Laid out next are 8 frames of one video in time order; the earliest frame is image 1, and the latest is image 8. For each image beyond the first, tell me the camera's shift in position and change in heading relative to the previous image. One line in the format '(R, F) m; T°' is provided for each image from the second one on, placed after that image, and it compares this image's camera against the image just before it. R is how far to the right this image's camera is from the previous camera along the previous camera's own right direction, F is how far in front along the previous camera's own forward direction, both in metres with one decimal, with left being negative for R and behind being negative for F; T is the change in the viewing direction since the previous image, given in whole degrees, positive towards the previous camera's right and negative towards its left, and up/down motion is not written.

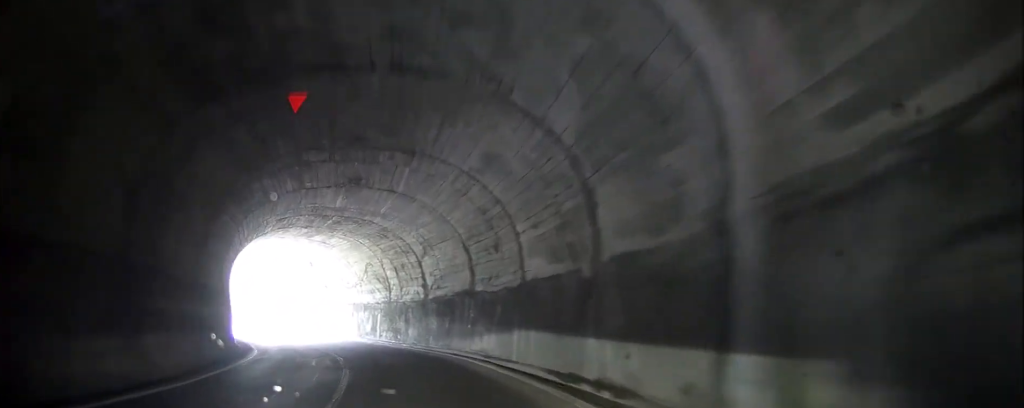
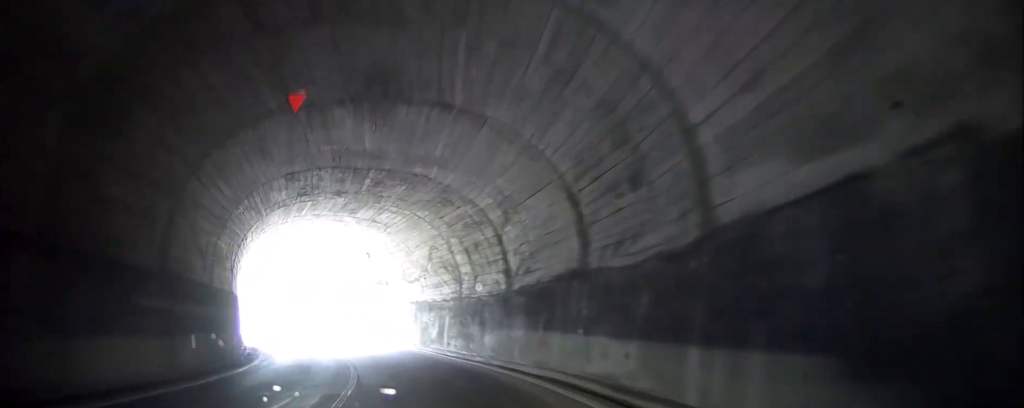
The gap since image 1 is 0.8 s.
(-0.1, +9.4) m; -7°
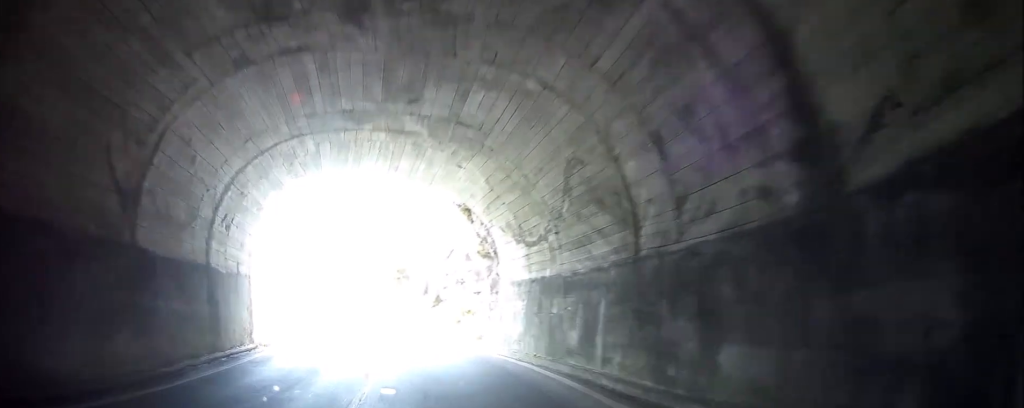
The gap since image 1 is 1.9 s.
(-1.6, +14.0) m; -8°
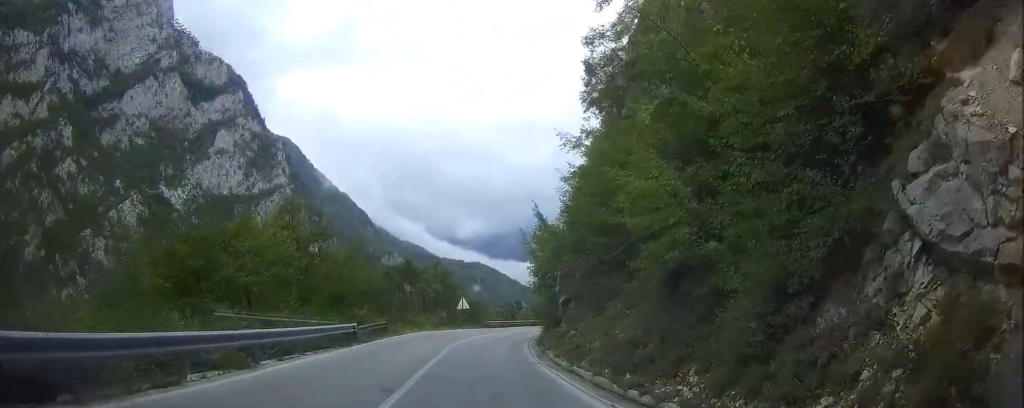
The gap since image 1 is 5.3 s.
(-14.1, +40.9) m; -38°
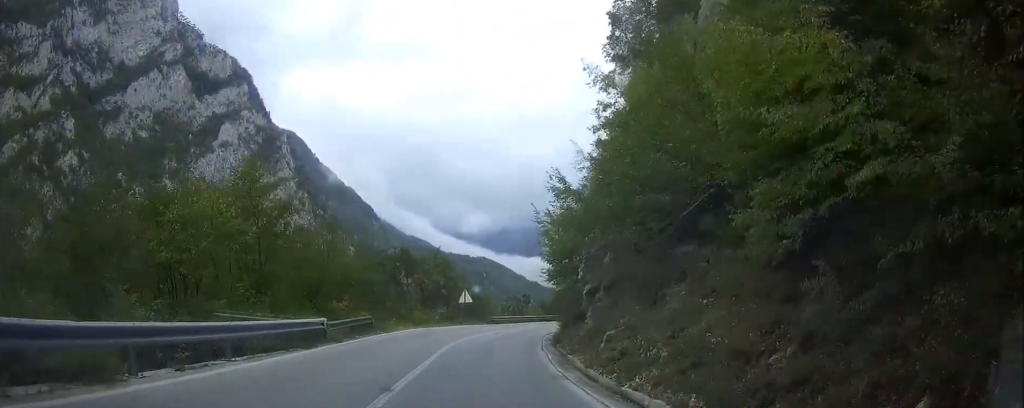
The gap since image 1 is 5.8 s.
(+0.8, +5.8) m; +8°
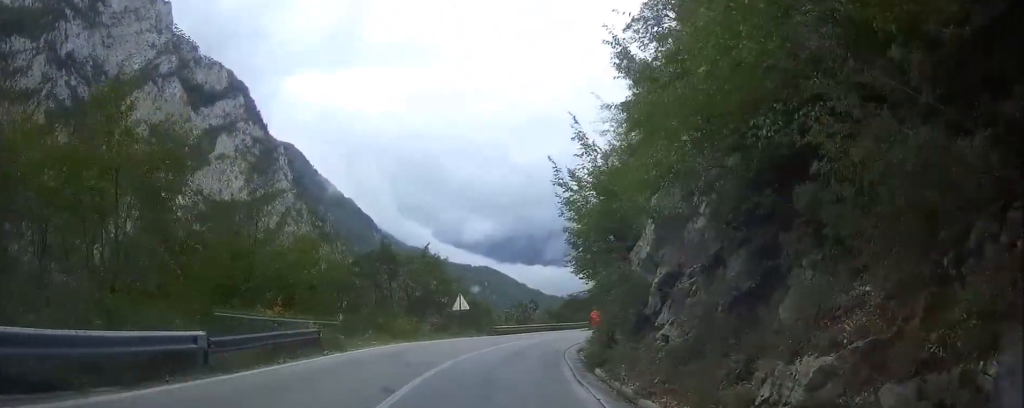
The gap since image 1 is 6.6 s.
(+0.5, +9.6) m; +3°
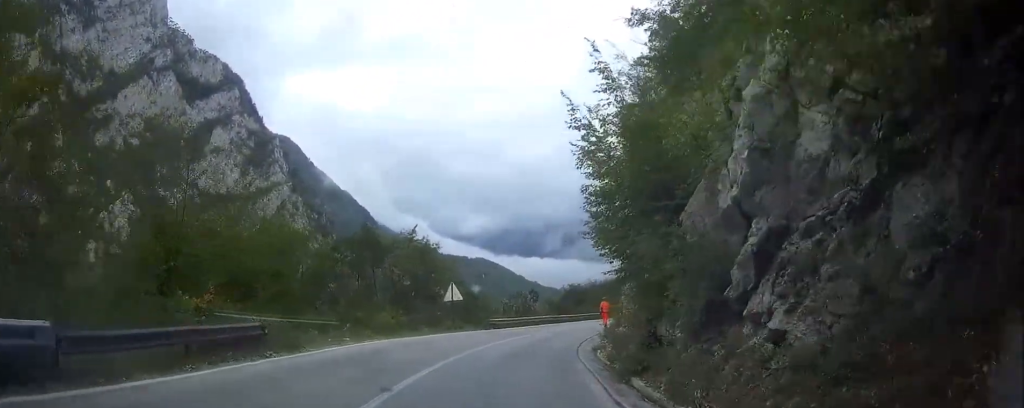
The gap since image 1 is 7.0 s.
(+0.1, +5.0) m; +1°
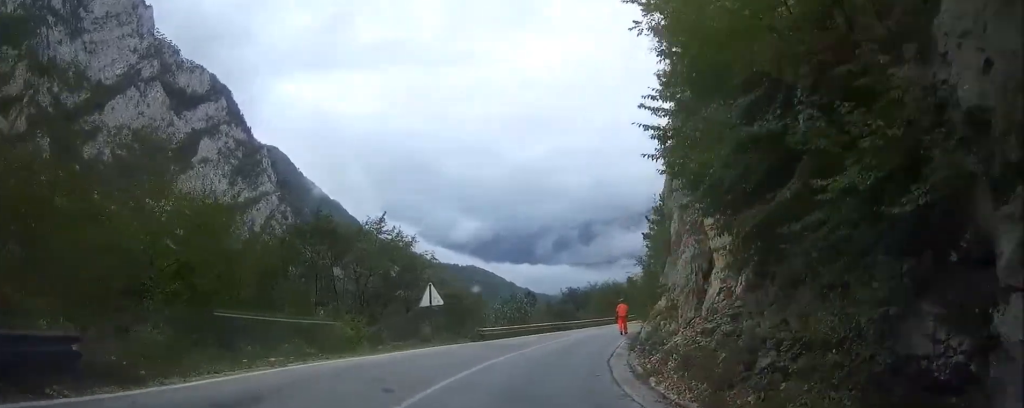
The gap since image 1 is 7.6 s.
(0.0, +7.9) m; 0°
